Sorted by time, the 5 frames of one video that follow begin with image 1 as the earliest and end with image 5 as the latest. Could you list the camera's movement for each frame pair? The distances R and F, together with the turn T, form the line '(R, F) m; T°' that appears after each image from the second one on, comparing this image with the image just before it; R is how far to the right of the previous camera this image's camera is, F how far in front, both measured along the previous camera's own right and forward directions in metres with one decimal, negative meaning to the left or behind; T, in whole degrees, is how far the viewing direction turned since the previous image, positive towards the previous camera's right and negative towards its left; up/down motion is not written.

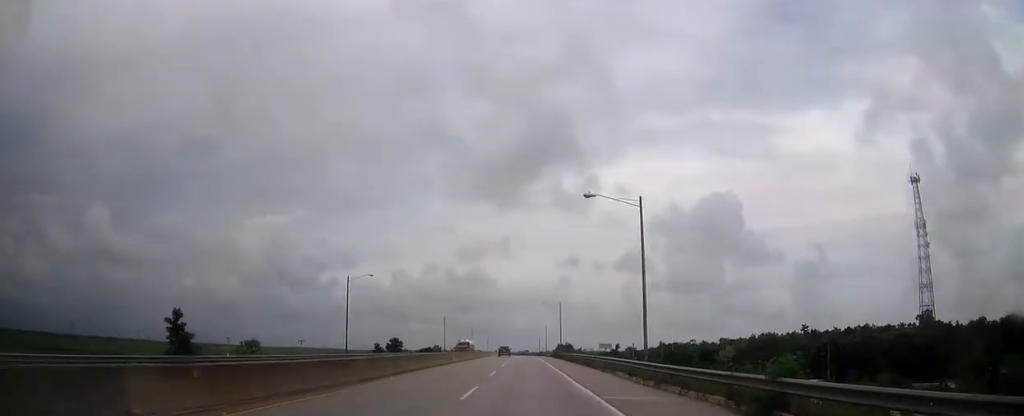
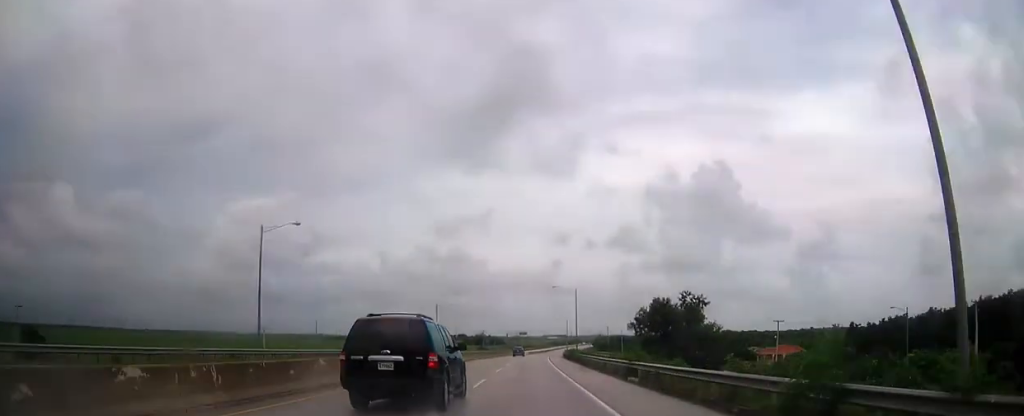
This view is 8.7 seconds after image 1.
(-0.1, +238.4) m; +1°
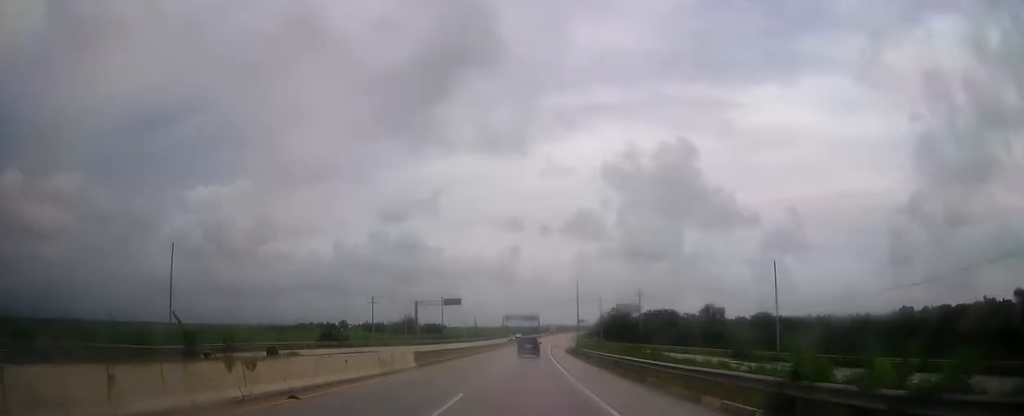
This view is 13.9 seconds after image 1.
(+4.7, +145.3) m; +4°
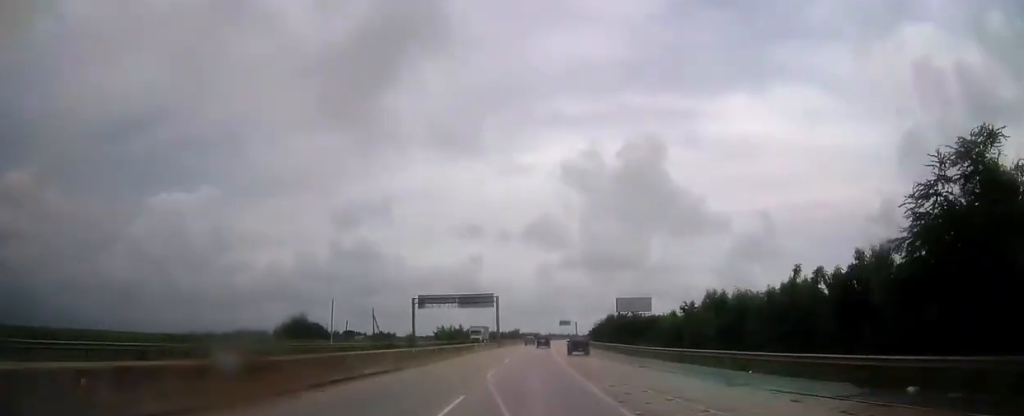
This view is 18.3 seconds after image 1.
(+3.5, +125.6) m; +3°
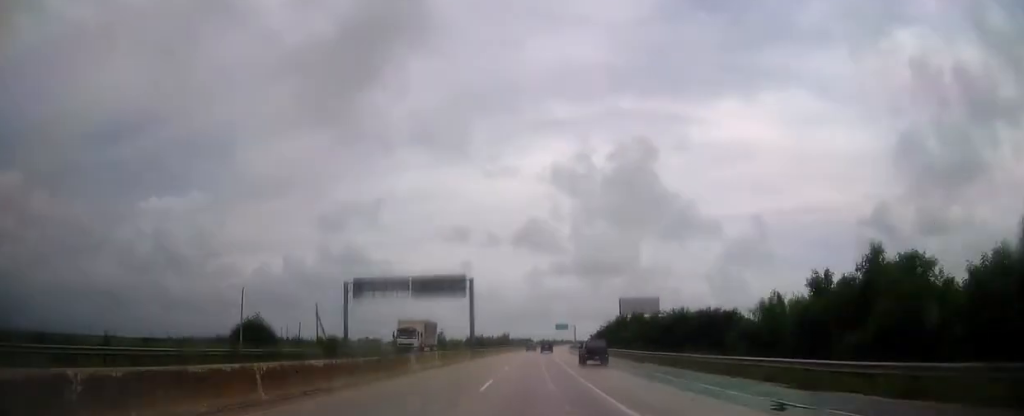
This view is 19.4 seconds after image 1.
(+0.4, +31.9) m; +1°
